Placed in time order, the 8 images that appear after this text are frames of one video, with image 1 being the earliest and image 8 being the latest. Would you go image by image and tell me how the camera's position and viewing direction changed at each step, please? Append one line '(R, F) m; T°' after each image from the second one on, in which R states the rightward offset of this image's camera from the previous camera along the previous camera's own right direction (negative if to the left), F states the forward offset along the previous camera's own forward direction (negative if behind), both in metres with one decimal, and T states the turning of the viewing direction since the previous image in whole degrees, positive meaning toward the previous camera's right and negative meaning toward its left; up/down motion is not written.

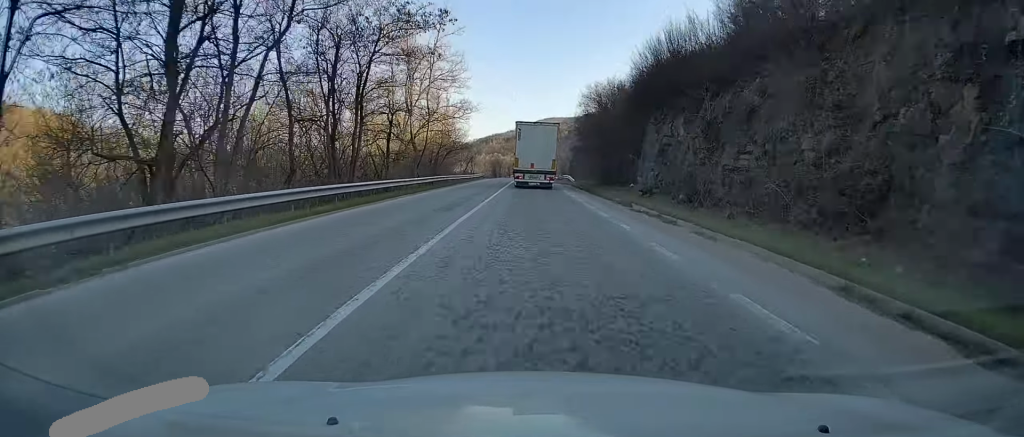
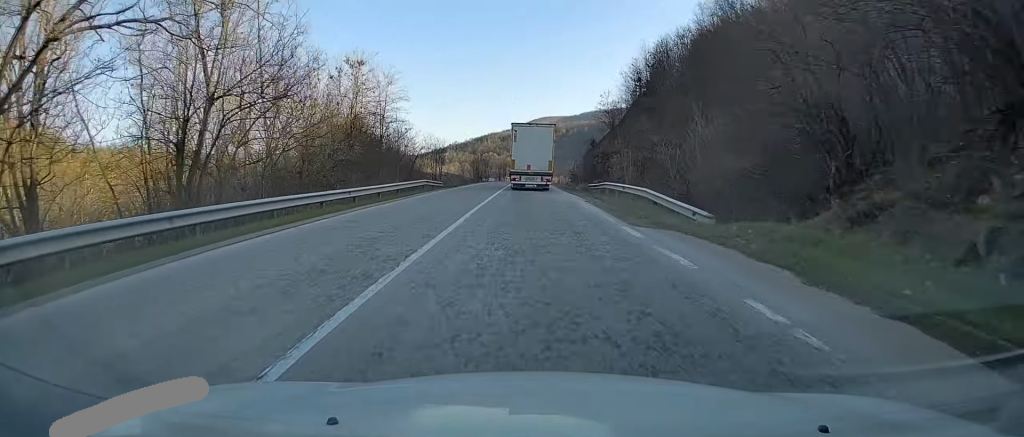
(+0.2, +45.1) m; 0°
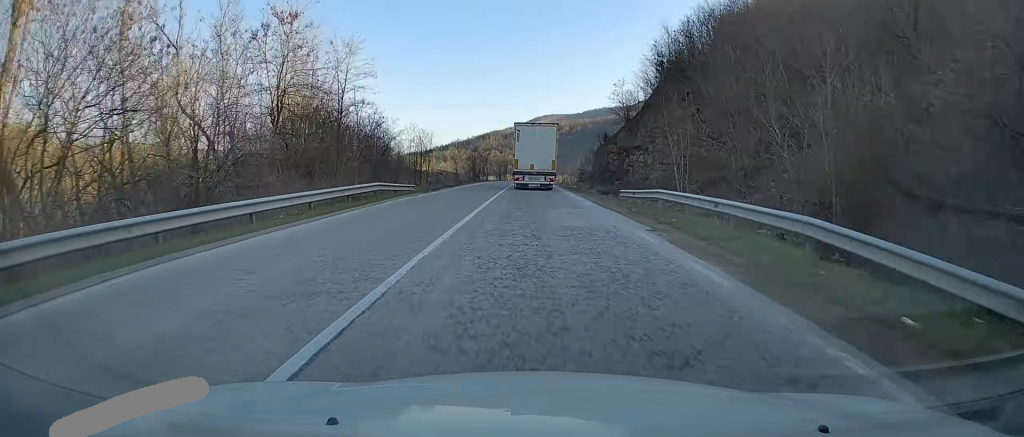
(0.0, +13.5) m; 0°
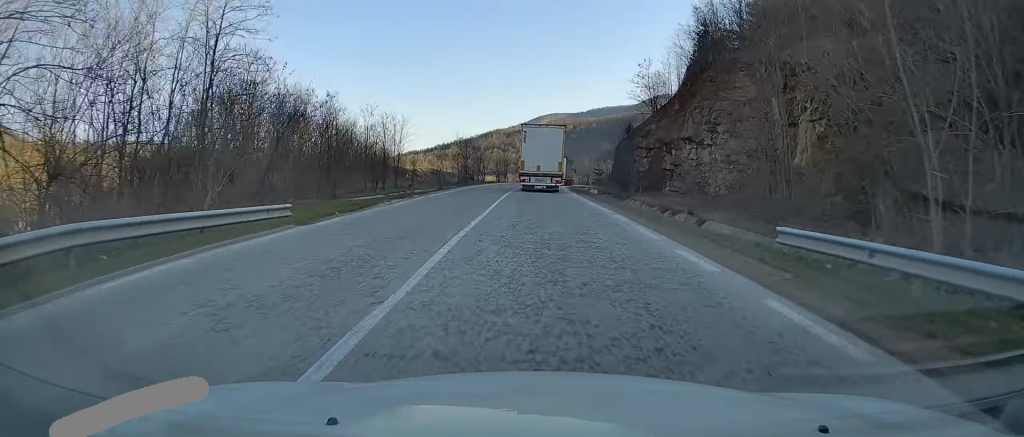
(-0.1, +18.7) m; 0°
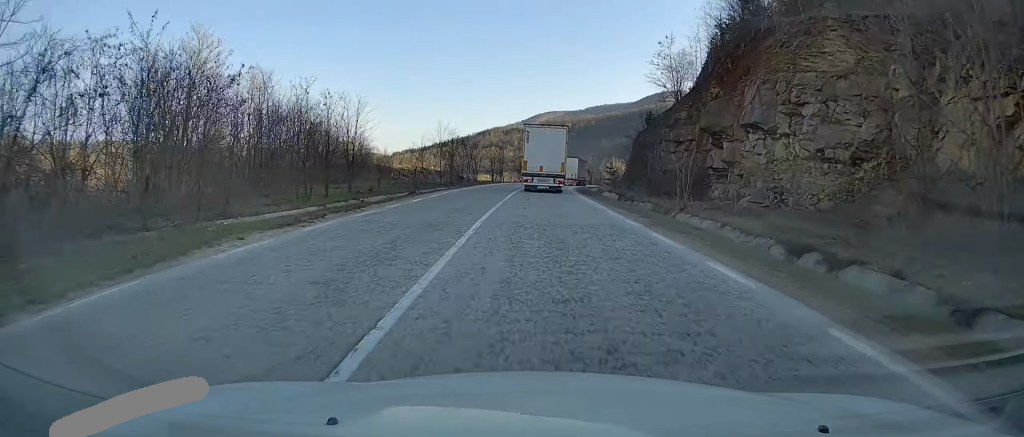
(+0.1, +13.5) m; +1°
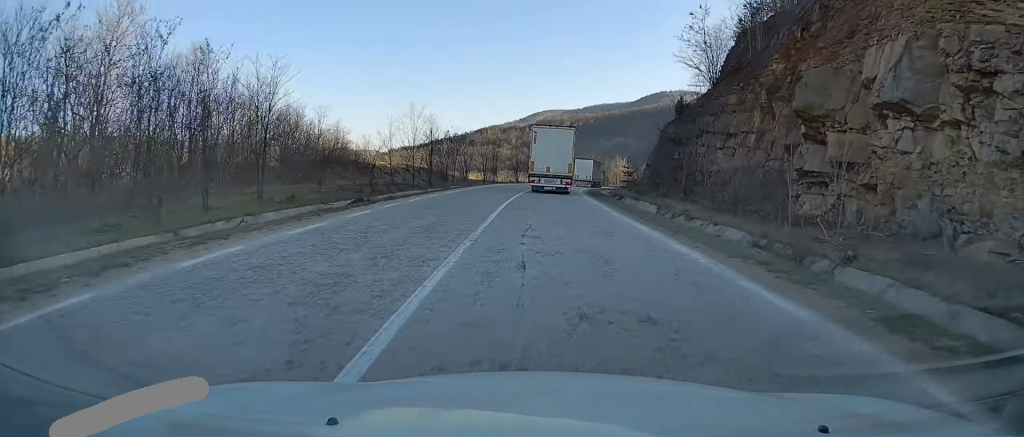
(+0.1, +13.5) m; +1°
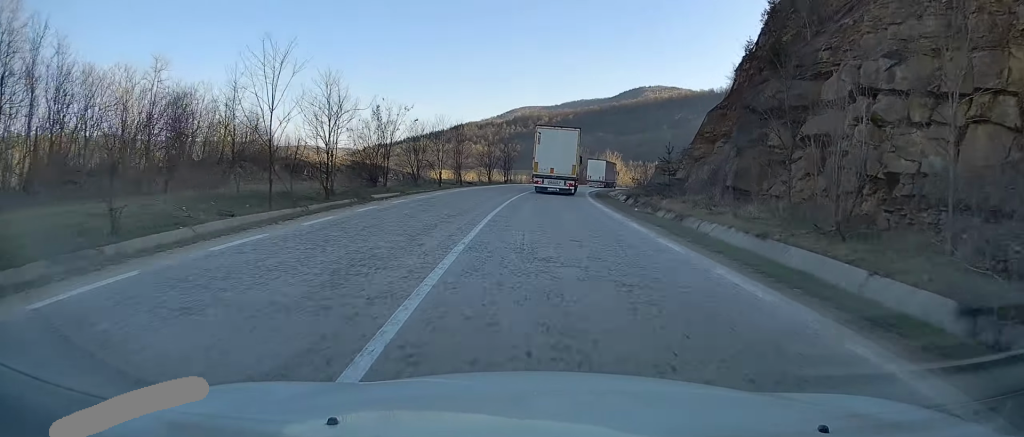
(+0.4, +23.5) m; +2°
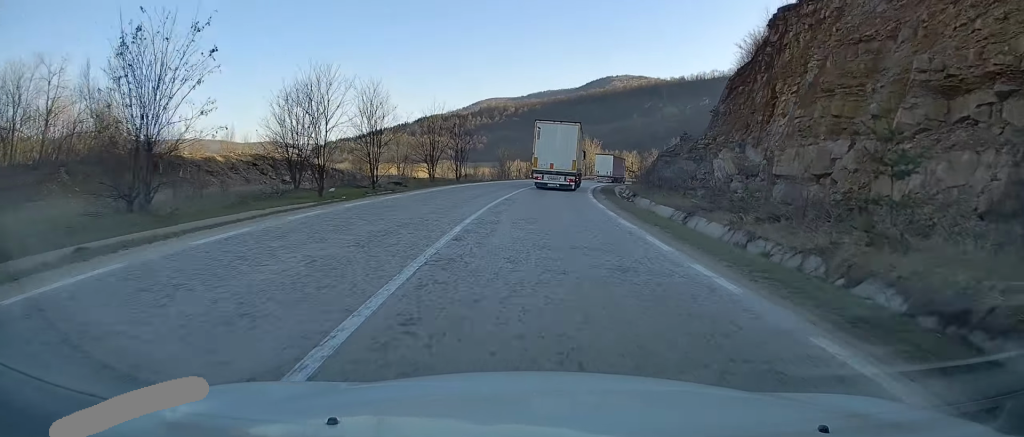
(+0.6, +24.4) m; +3°
